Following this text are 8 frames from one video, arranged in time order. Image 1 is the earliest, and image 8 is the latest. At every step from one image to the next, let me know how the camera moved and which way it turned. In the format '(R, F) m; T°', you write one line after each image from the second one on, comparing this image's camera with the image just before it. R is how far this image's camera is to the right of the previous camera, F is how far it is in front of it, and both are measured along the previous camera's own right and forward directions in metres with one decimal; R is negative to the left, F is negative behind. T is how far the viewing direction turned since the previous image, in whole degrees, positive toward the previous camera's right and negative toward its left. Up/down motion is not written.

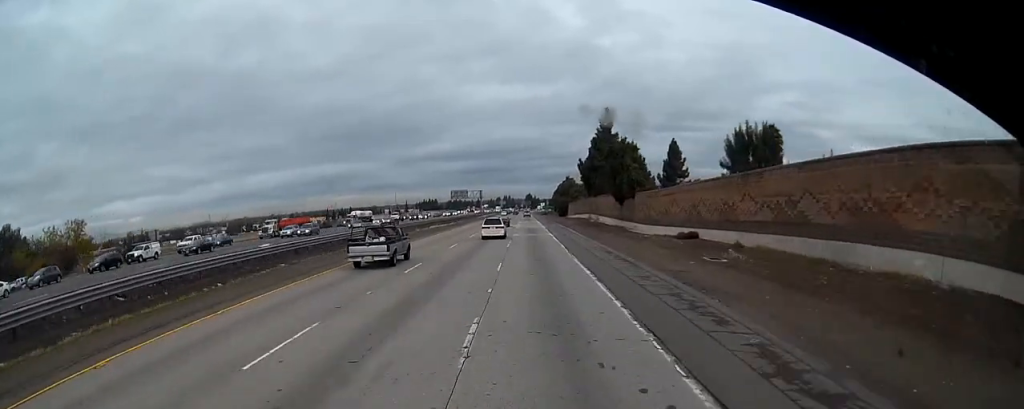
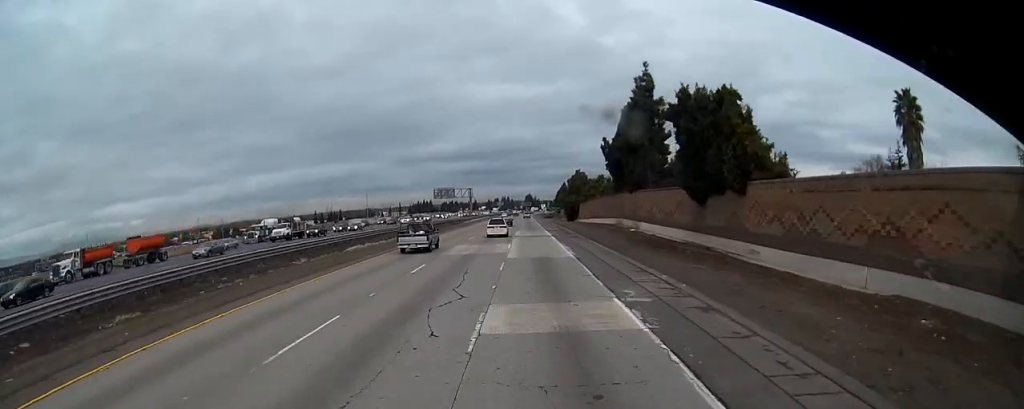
(-0.1, +42.3) m; 0°
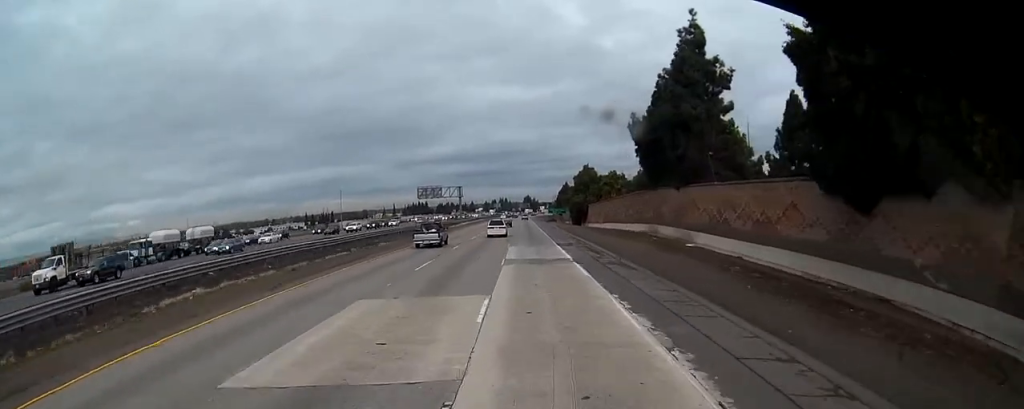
(0.0, +26.2) m; 0°
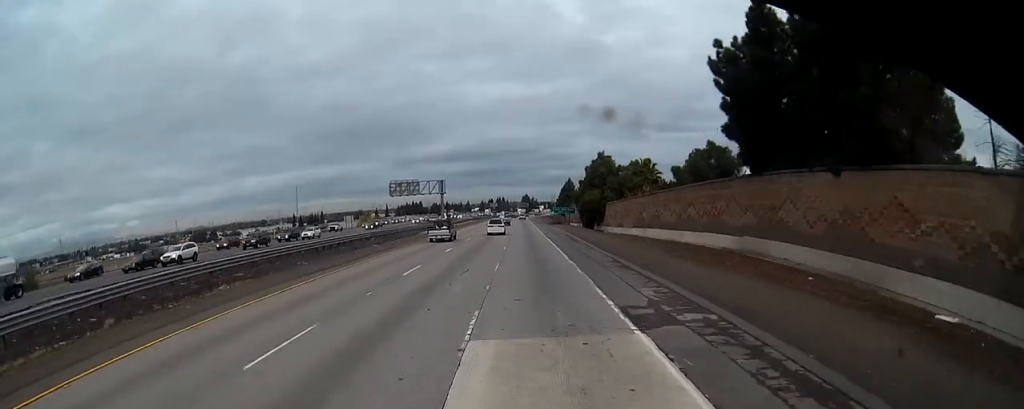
(+0.2, +31.7) m; +1°
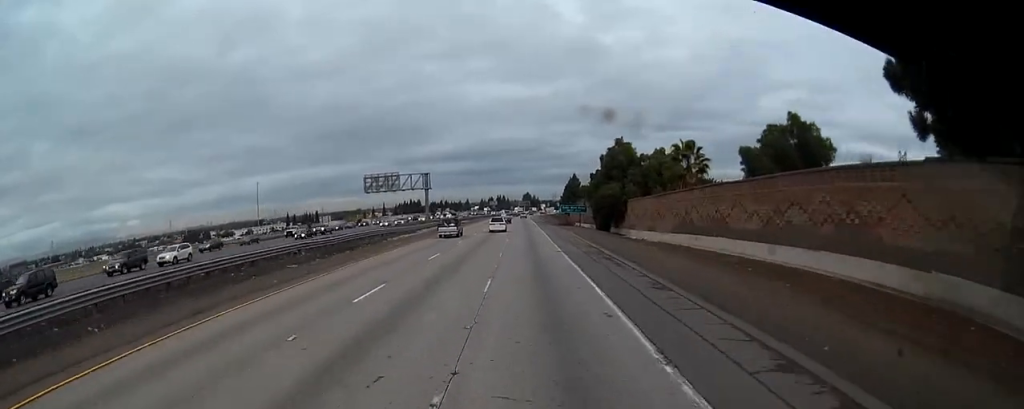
(+0.4, +21.4) m; 0°
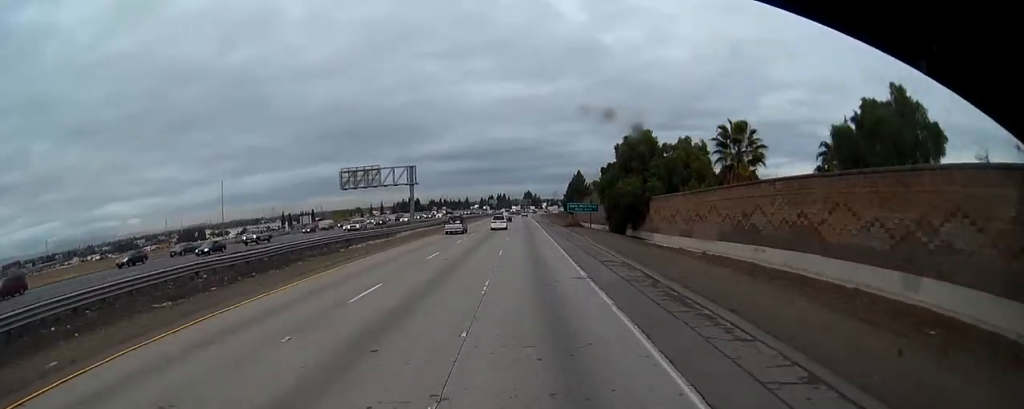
(-0.2, +14.8) m; 0°
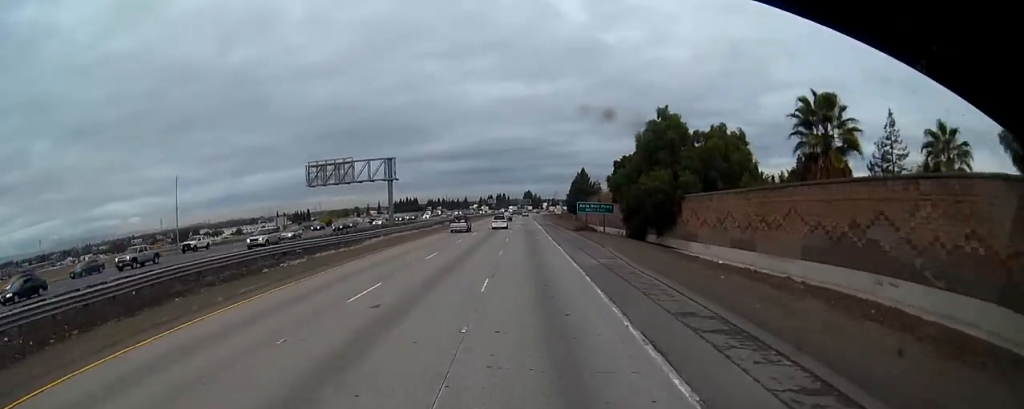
(-0.3, +14.9) m; -1°
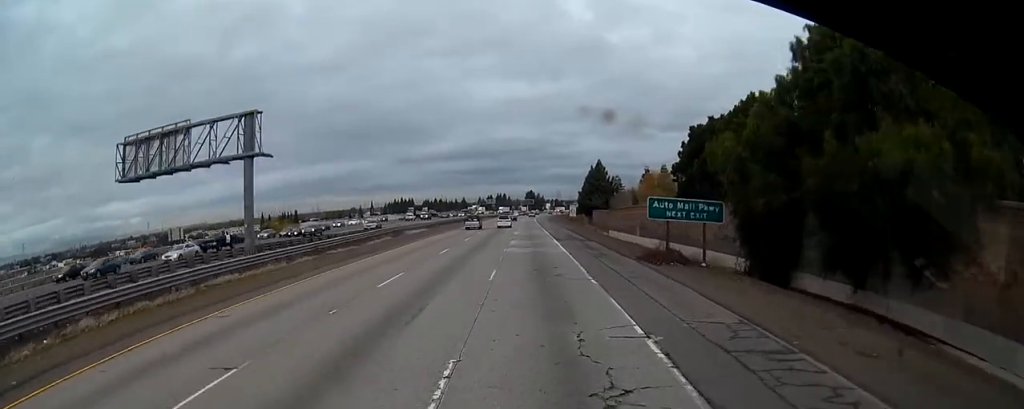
(+0.3, +40.6) m; +1°
